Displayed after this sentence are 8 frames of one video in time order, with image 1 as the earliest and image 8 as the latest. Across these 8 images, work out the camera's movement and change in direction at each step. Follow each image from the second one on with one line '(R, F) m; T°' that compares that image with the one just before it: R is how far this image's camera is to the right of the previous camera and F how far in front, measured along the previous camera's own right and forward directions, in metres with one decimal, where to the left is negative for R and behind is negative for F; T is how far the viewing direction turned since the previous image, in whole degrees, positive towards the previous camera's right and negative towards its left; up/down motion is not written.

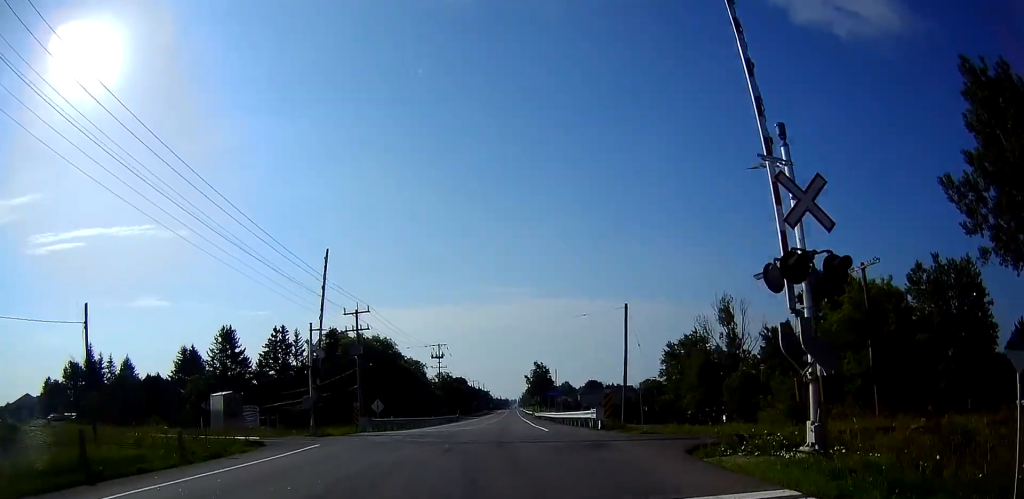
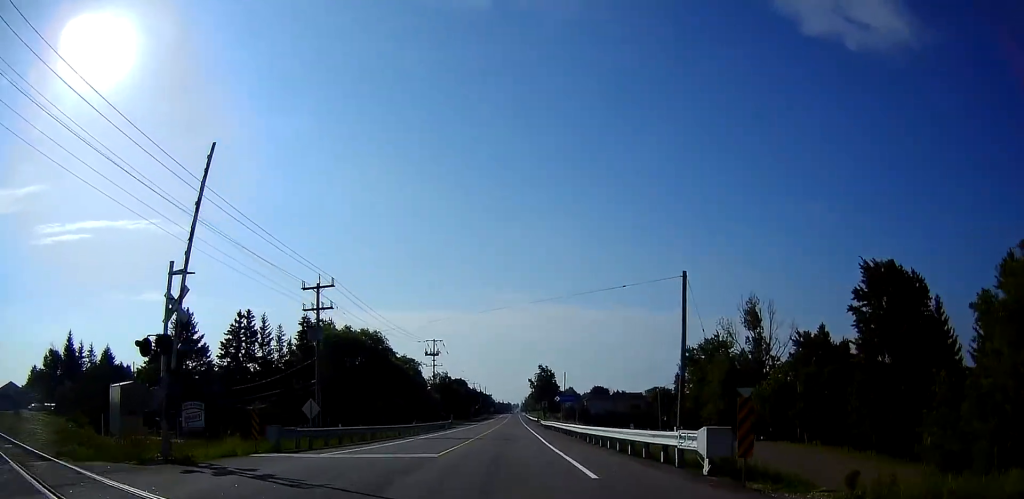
(+0.5, +12.7) m; 0°
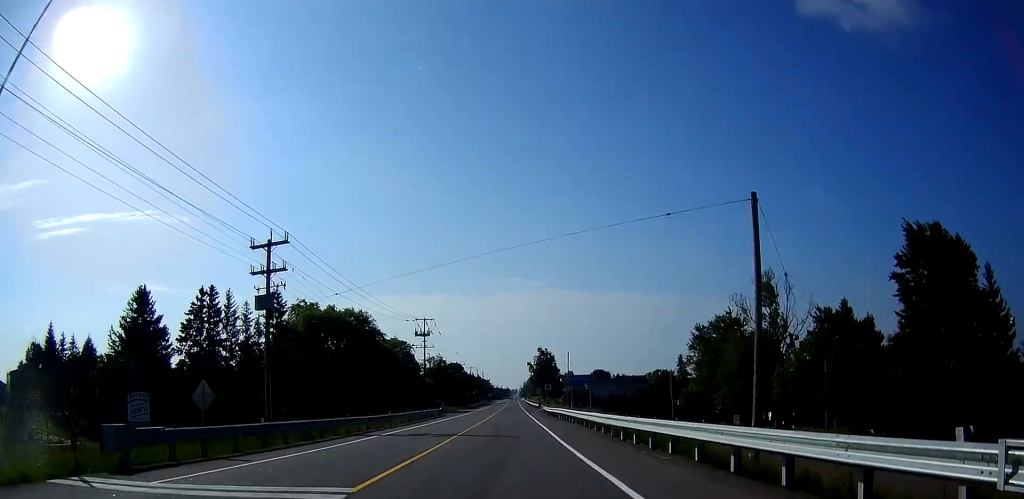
(-0.4, +8.9) m; -1°
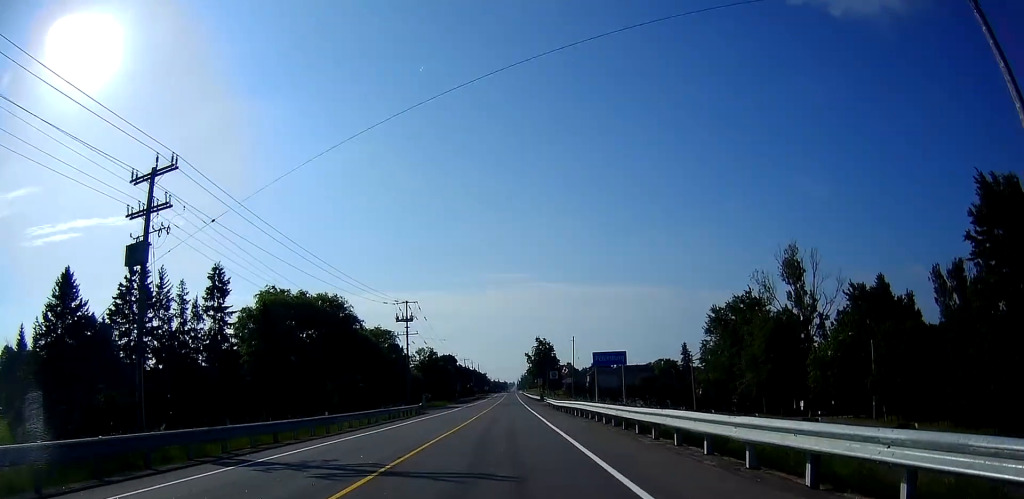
(0.0, +13.0) m; 0°
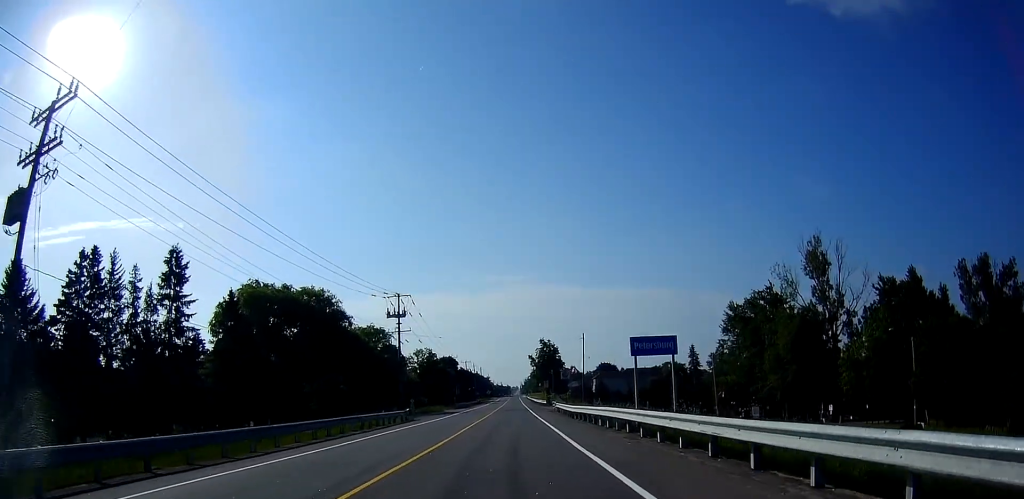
(+0.1, +8.0) m; +1°
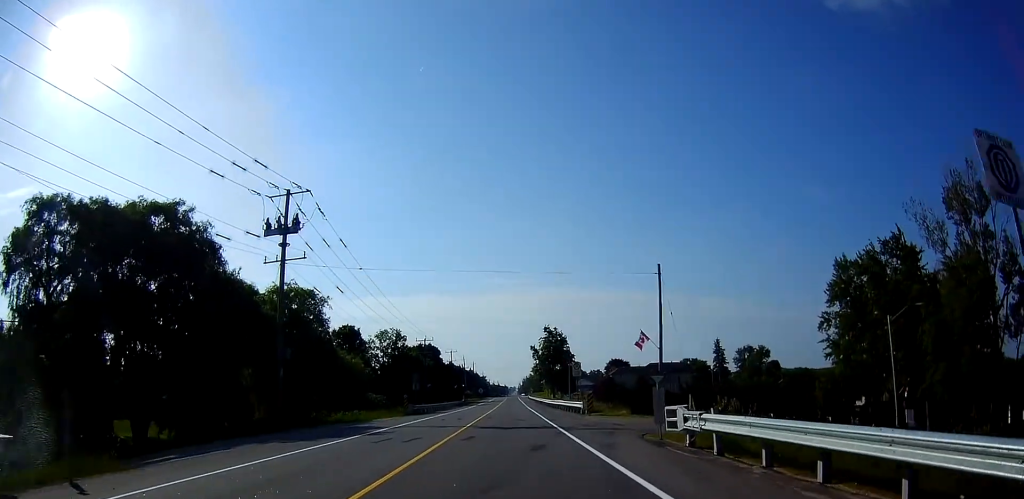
(-0.2, +37.7) m; -1°
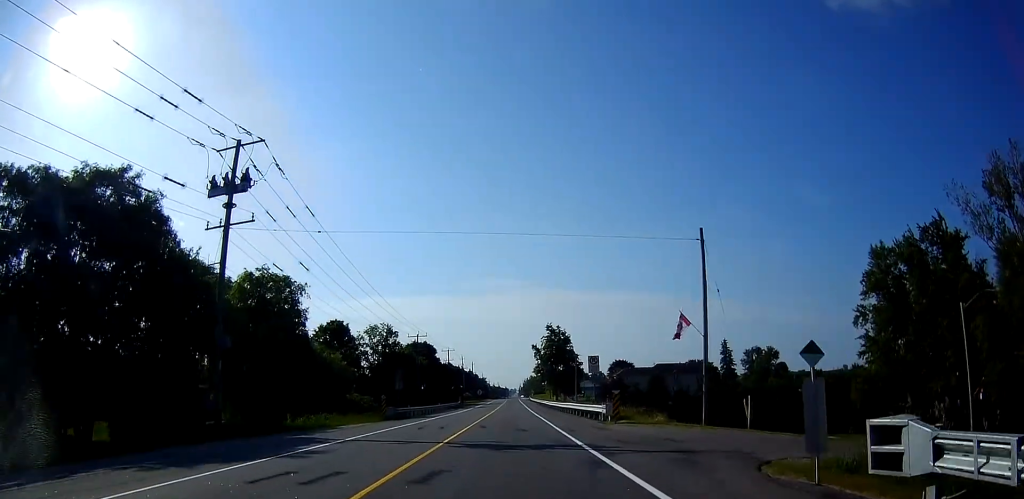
(-0.1, +7.9) m; 0°
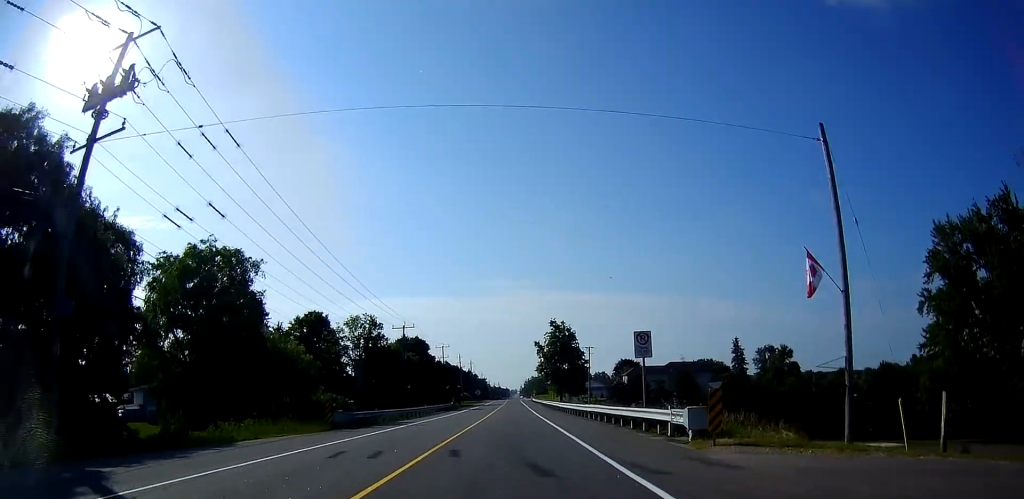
(+0.2, +11.8) m; 0°
